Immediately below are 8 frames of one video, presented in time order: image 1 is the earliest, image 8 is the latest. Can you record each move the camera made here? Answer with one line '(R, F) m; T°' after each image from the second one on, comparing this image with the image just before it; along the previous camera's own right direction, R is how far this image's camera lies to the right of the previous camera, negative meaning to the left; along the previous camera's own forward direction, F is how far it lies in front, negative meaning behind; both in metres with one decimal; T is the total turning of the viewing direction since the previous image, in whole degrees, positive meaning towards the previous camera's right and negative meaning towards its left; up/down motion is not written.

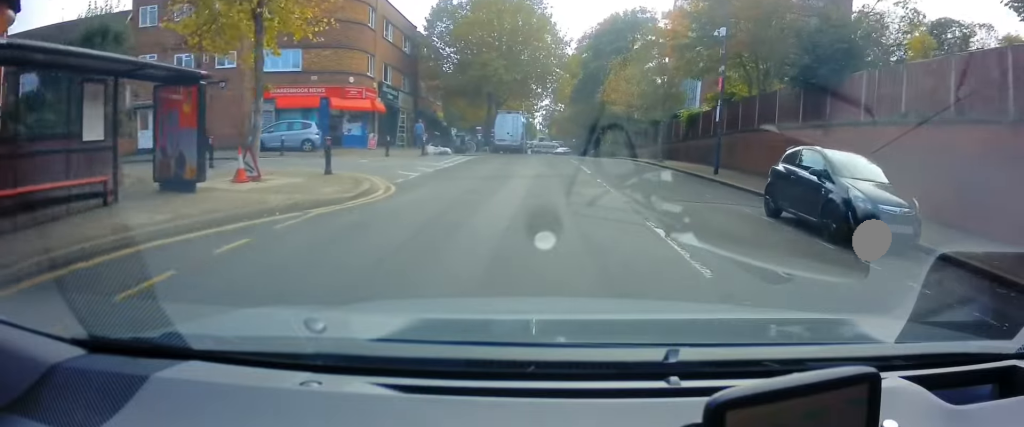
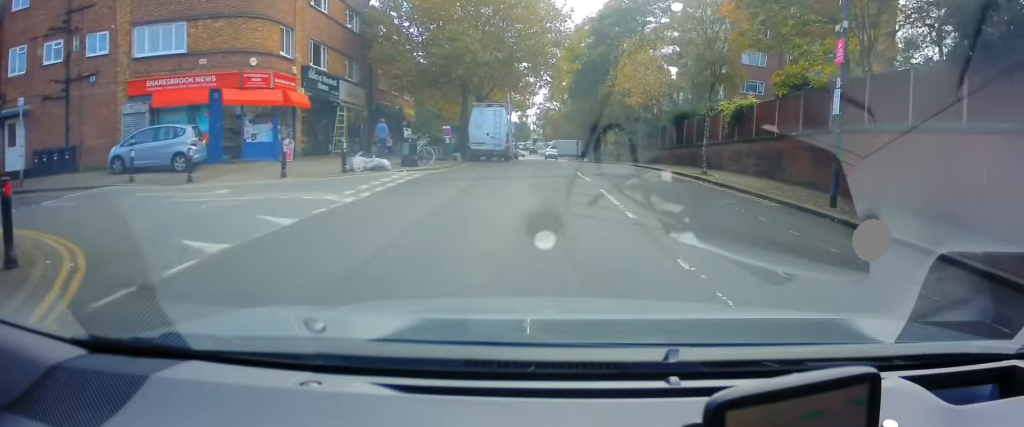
(0.0, +10.0) m; +2°
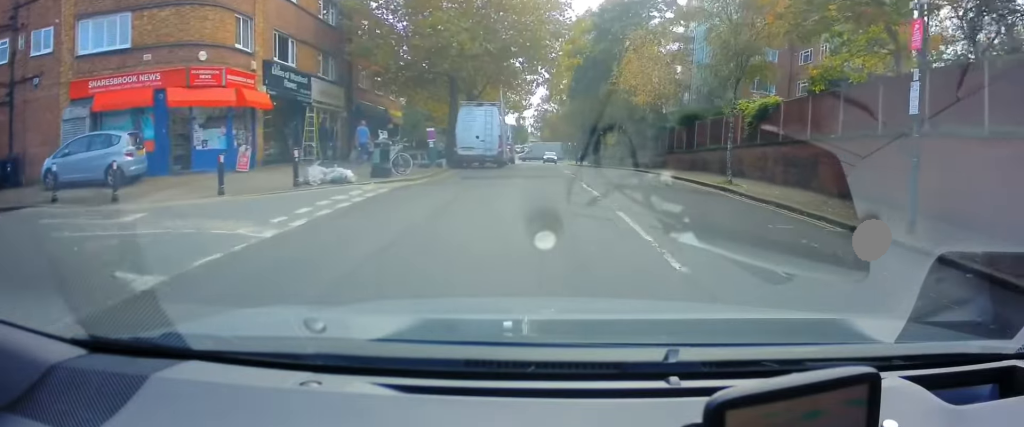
(+0.1, +3.3) m; 0°
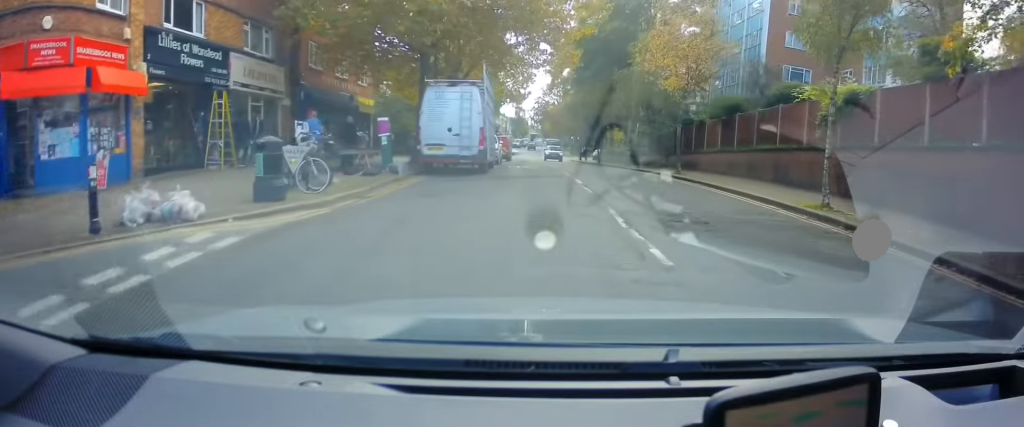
(-0.1, +7.0) m; -1°
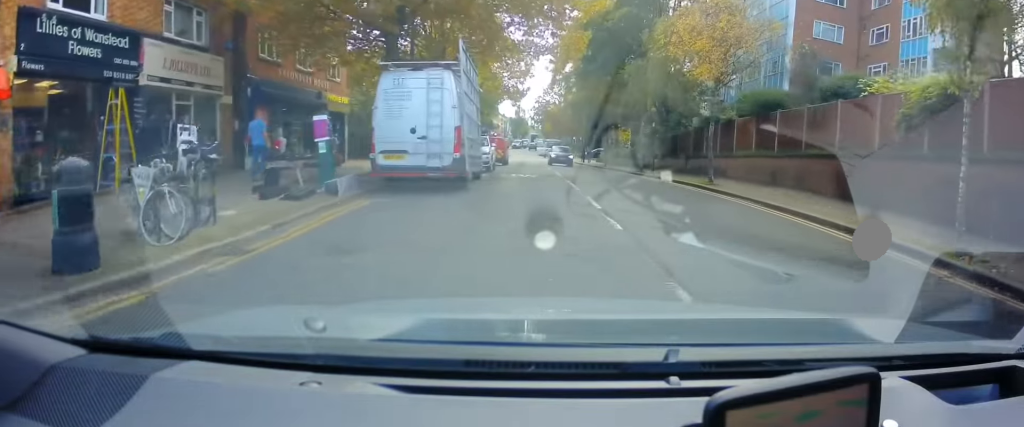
(0.0, +4.9) m; +3°
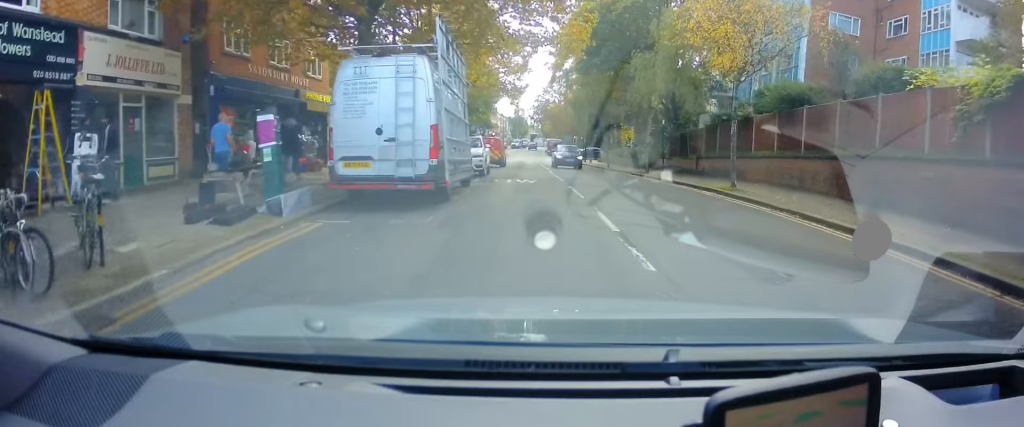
(+0.1, +2.7) m; +3°
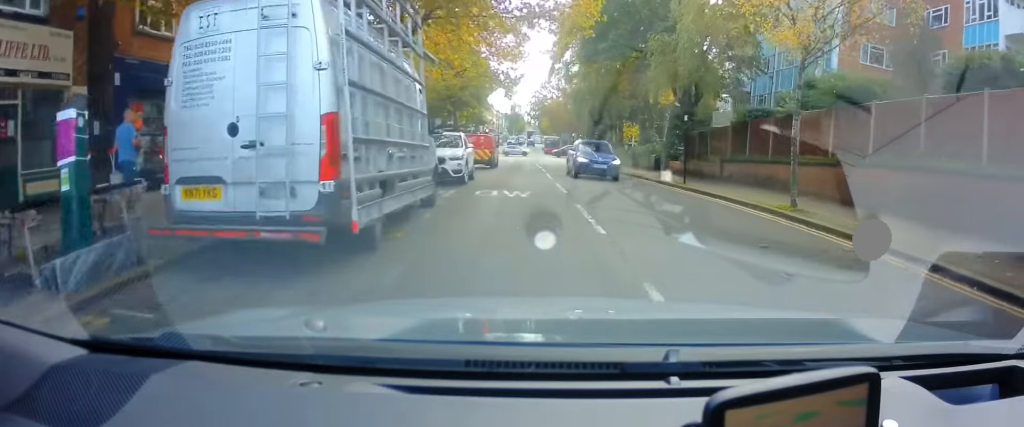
(+0.1, +5.0) m; -2°
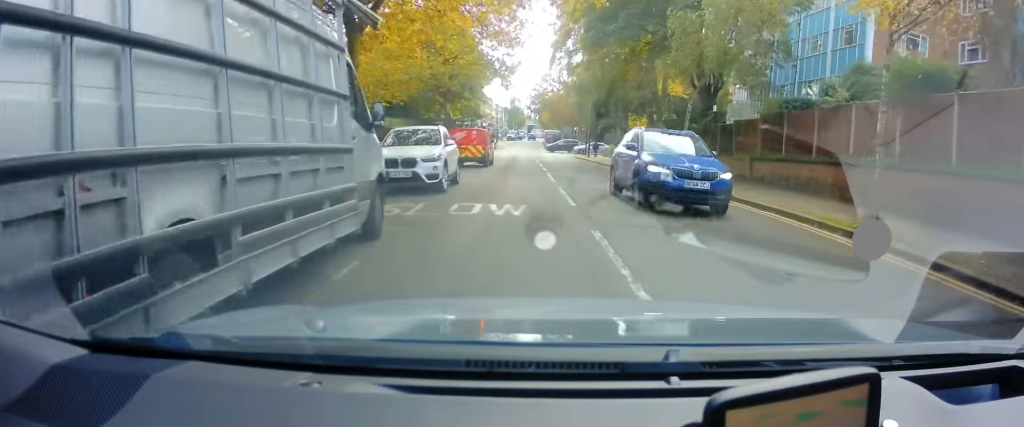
(-0.2, +4.1) m; -5°
